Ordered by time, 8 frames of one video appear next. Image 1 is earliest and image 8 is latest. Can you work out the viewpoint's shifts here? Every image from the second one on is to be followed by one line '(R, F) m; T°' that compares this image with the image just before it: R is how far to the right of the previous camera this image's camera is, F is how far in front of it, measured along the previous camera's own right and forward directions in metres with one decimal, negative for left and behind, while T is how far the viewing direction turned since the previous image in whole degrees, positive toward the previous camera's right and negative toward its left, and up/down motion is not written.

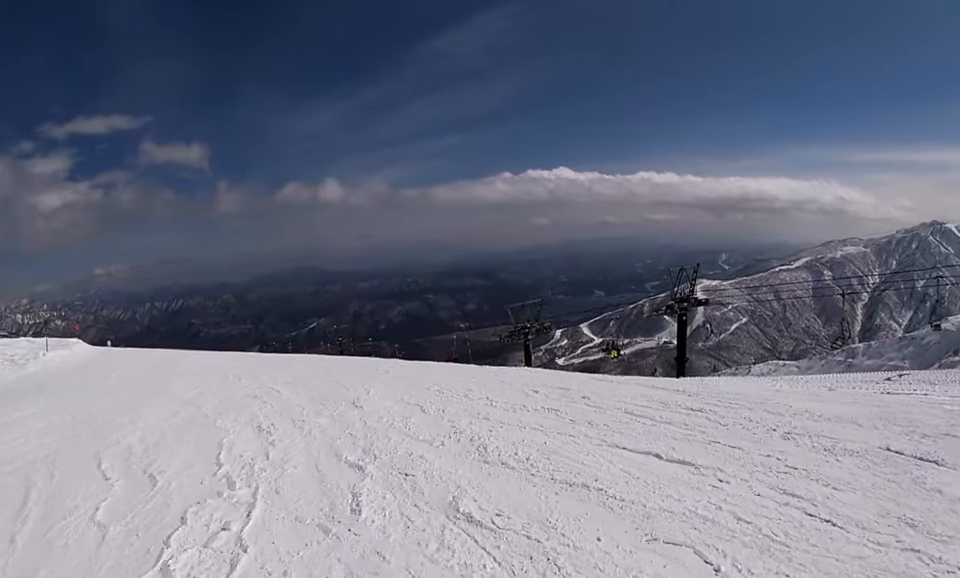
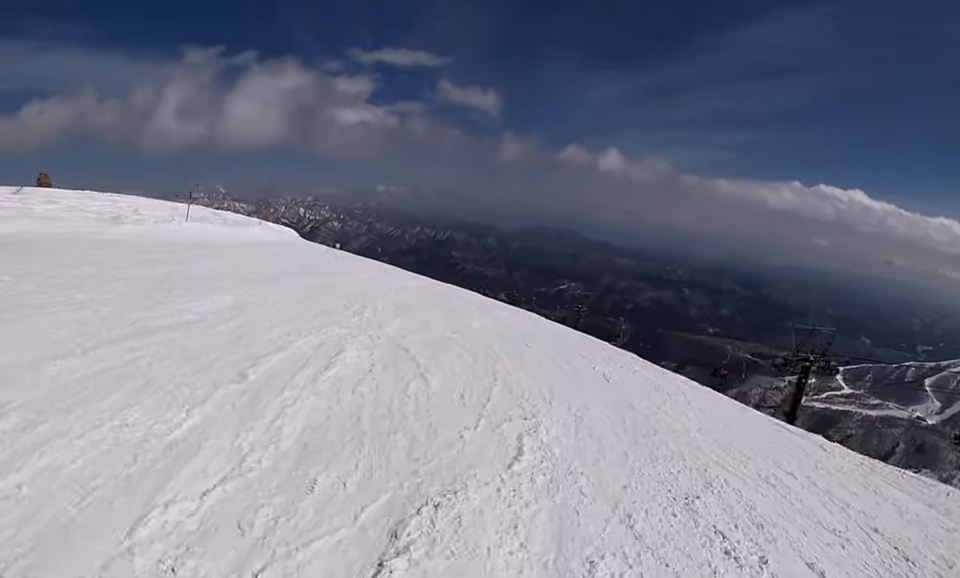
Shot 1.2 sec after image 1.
(-1.4, +6.9) m; -33°
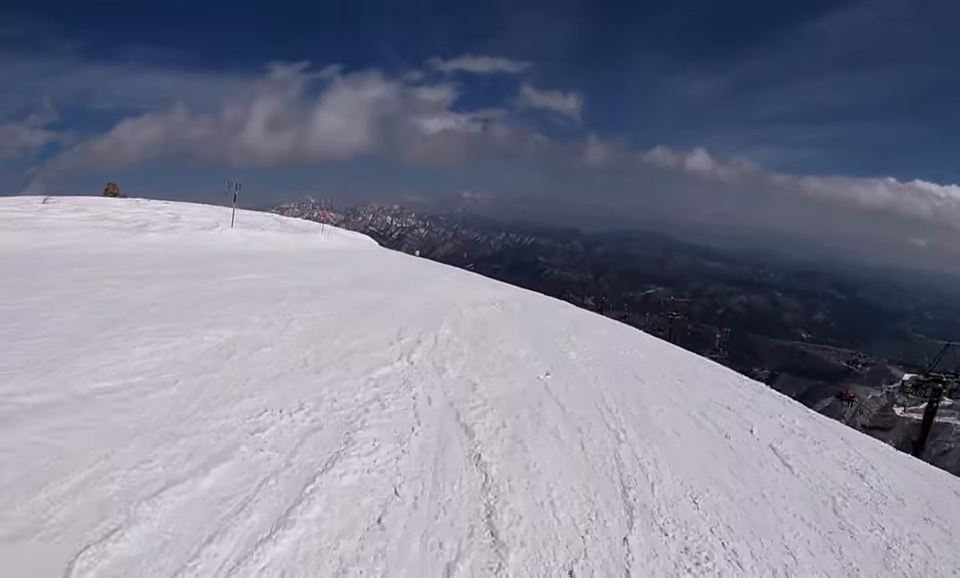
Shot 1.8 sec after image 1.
(-0.8, +2.9) m; -1°
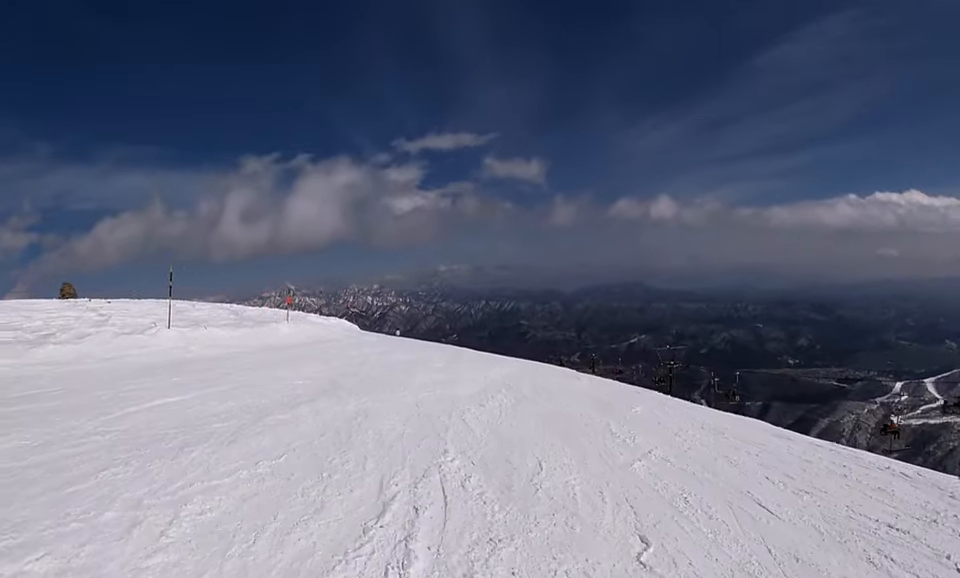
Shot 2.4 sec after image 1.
(-0.6, +3.4) m; +2°
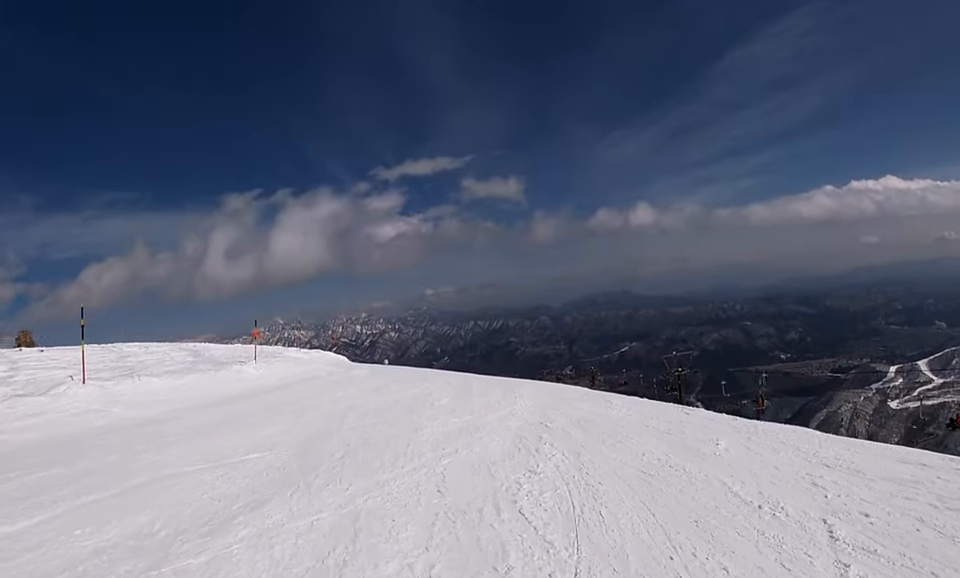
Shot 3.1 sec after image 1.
(+0.9, +3.9) m; +11°
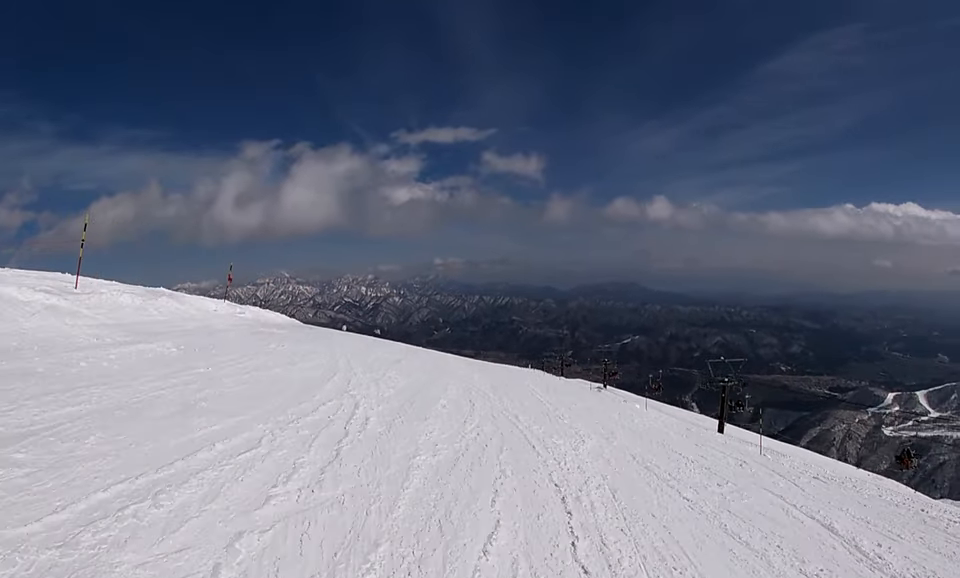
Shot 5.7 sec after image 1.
(+0.2, +13.4) m; -8°
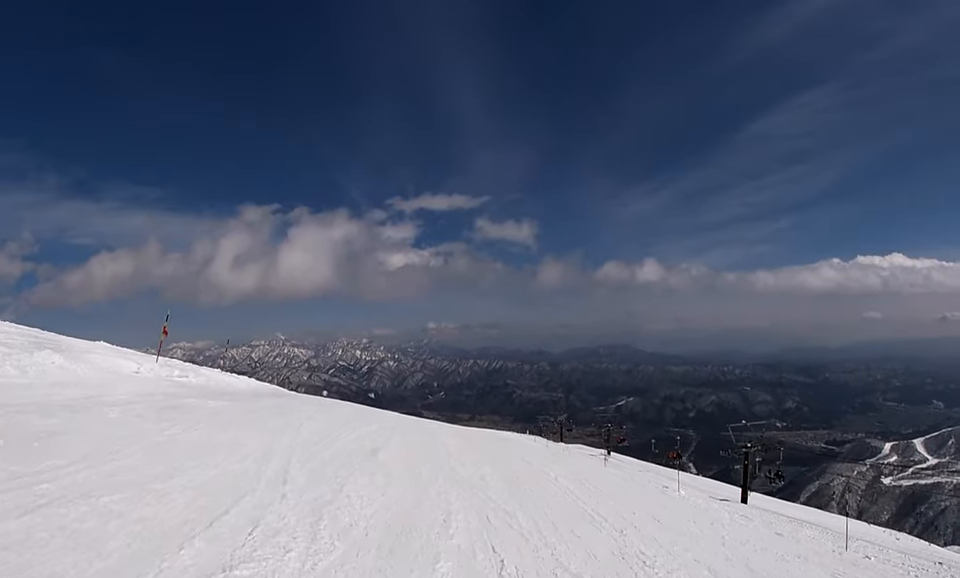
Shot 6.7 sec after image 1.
(-0.6, +4.5) m; -8°
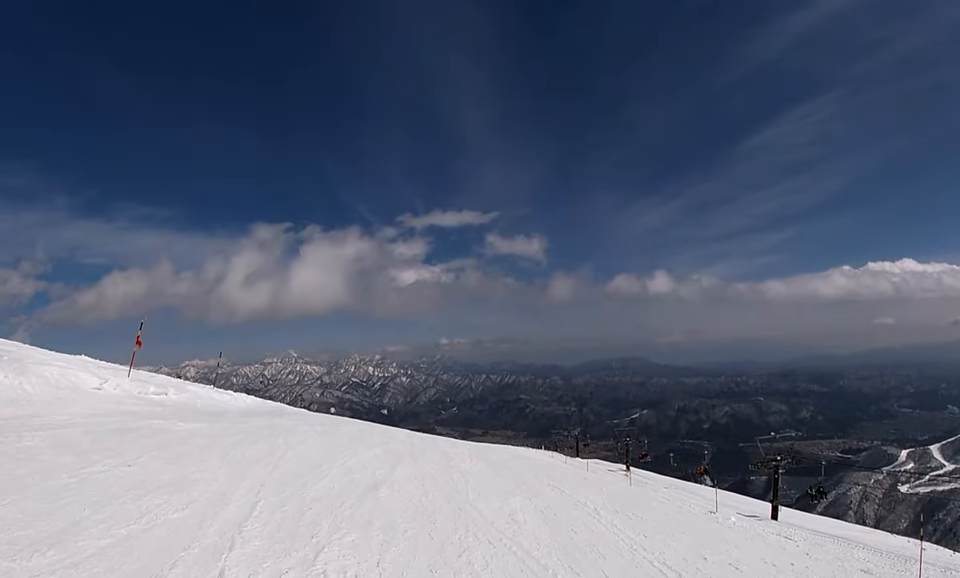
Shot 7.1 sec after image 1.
(-0.4, +2.2) m; +2°
